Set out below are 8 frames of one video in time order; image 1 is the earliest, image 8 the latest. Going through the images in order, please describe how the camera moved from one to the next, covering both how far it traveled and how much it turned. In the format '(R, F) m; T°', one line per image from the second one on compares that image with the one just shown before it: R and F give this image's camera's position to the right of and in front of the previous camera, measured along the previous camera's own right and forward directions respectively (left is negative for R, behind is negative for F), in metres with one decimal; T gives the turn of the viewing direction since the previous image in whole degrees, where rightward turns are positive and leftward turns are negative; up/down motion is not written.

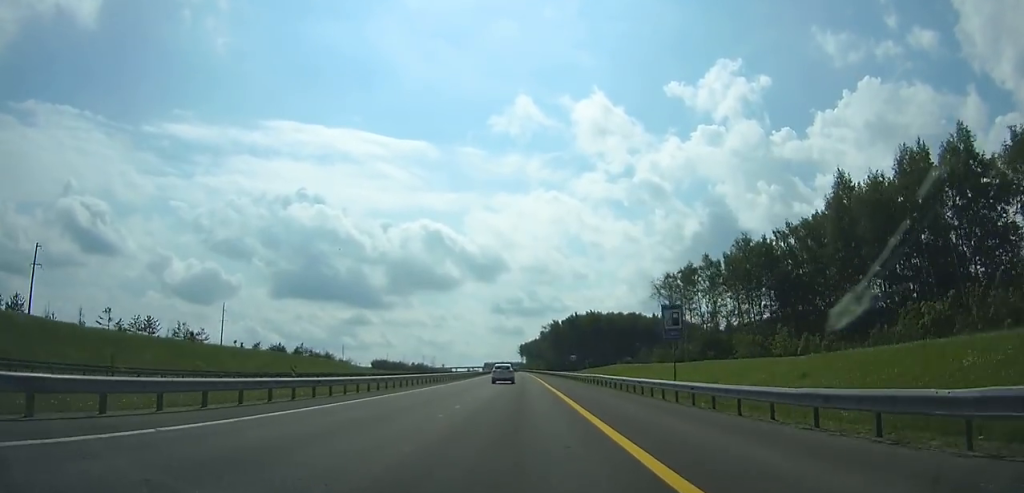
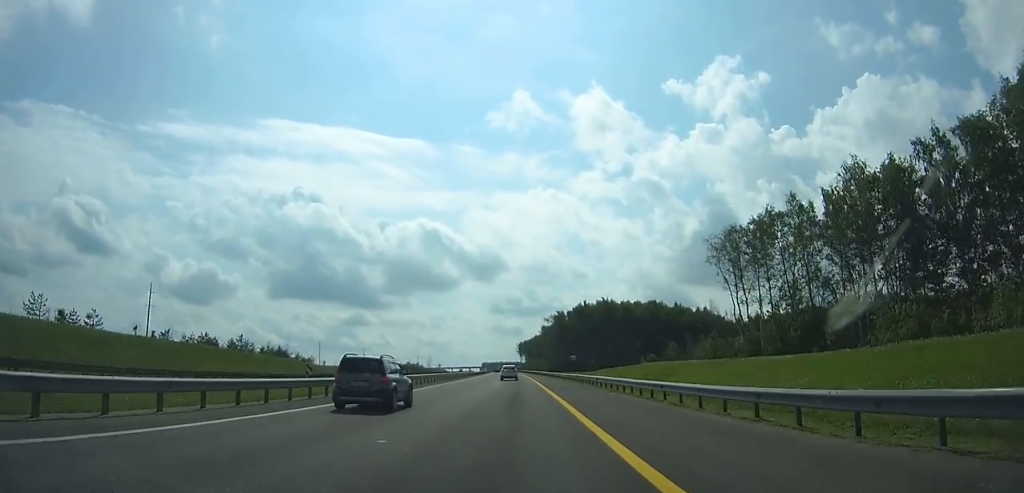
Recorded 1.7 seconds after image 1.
(0.0, +37.4) m; 0°
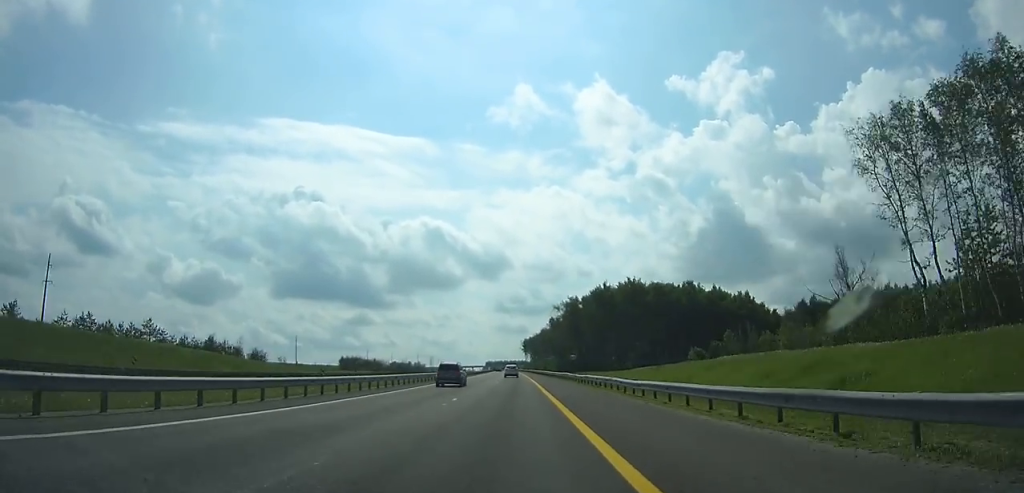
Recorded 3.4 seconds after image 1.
(+0.1, +37.4) m; 0°
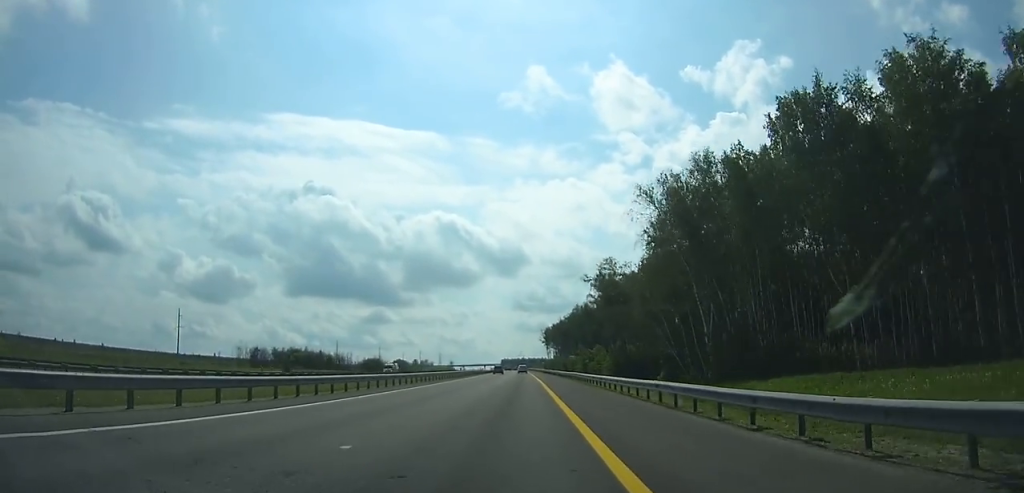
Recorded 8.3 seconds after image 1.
(-2.0, +105.9) m; -2°
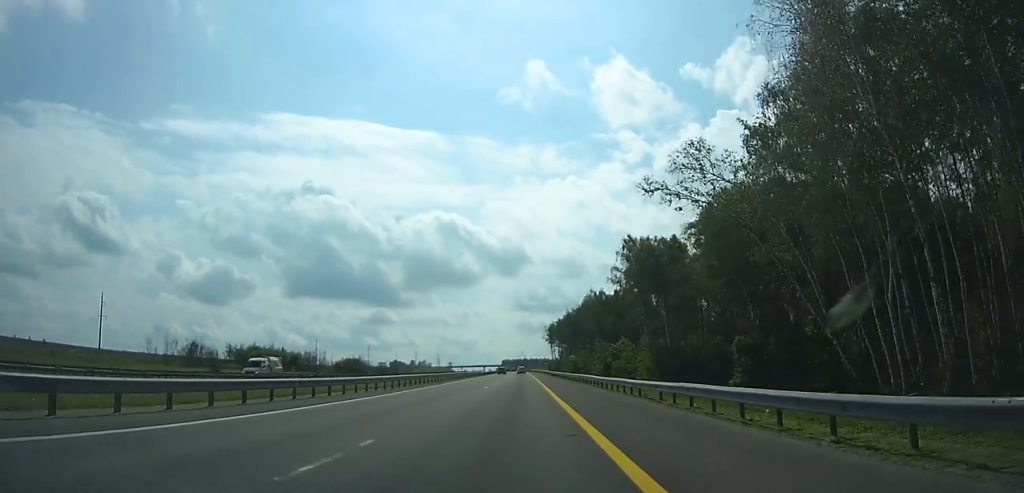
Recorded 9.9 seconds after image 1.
(-0.2, +33.9) m; 0°
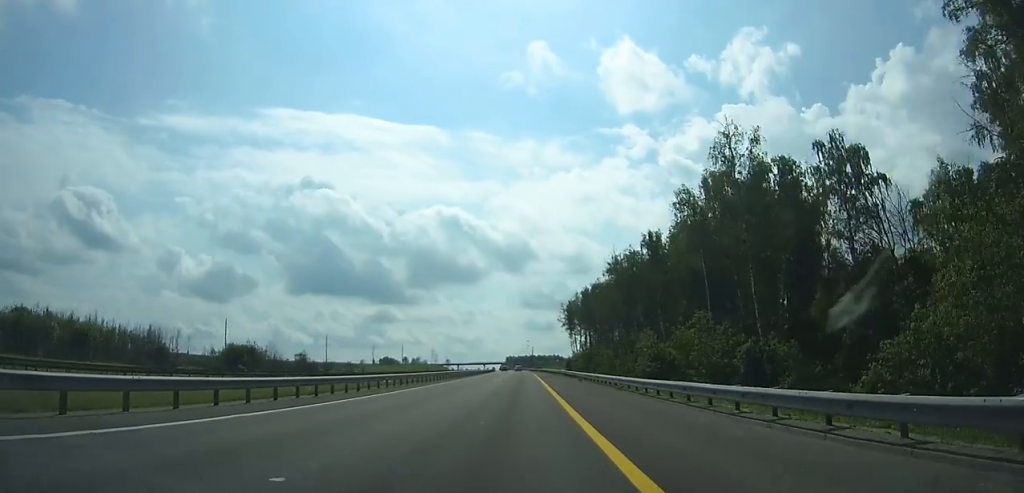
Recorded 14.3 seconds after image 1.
(-0.6, +90.7) m; -1°
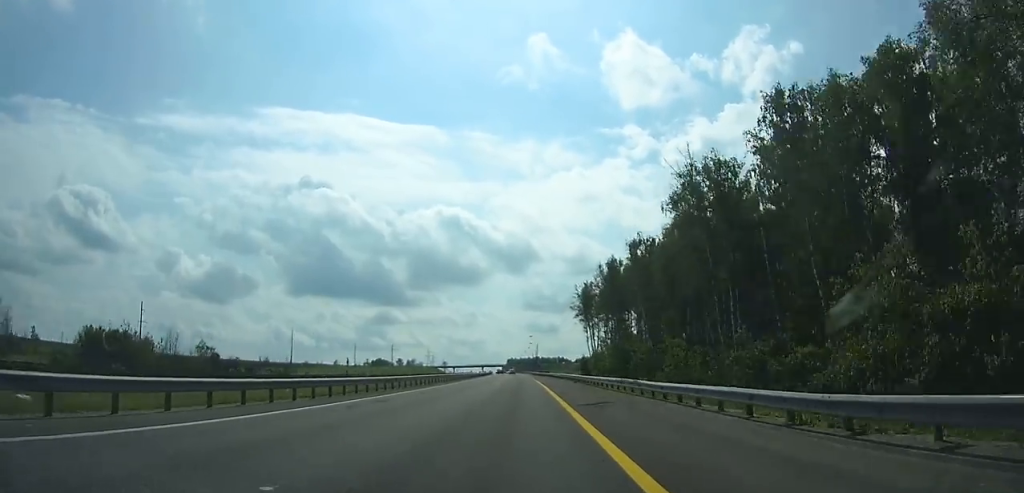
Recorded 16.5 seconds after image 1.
(-0.1, +44.0) m; 0°
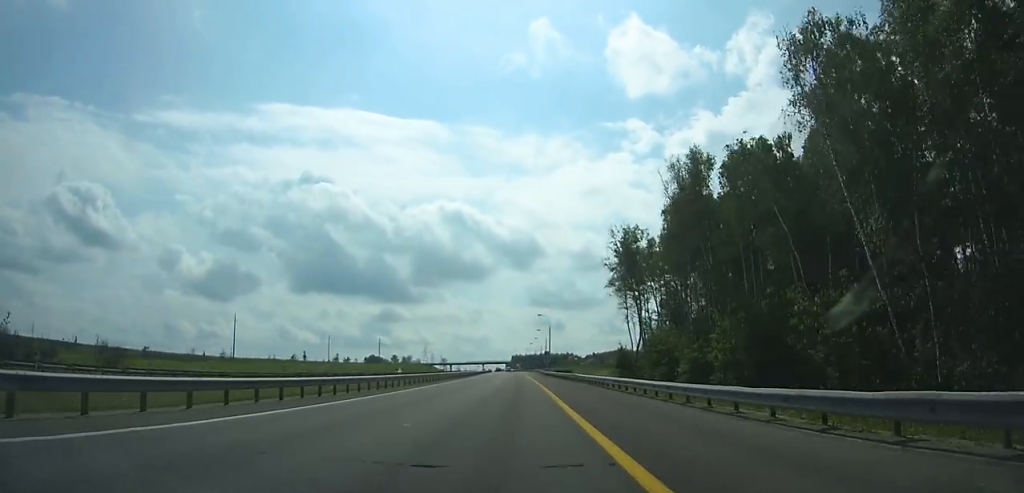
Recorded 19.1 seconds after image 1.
(-0.2, +52.3) m; -1°
